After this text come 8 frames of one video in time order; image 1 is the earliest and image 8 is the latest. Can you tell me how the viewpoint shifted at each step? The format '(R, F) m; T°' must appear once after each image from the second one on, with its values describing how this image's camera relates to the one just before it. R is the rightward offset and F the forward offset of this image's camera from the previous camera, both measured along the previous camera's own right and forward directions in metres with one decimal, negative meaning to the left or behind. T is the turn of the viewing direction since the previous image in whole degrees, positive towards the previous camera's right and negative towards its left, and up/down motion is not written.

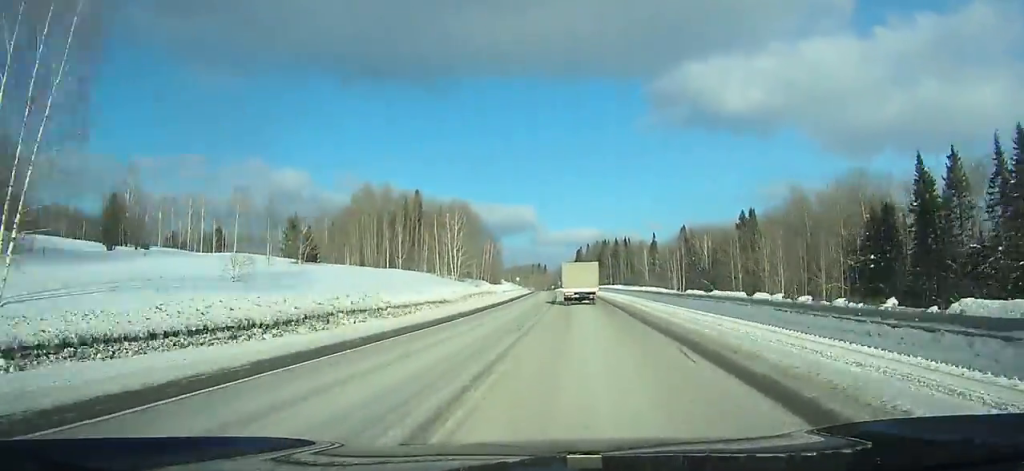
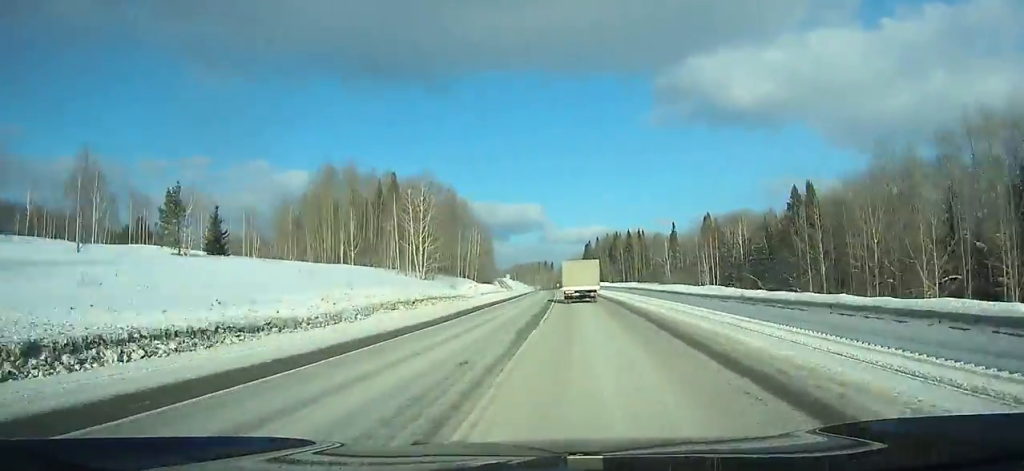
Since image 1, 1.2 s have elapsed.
(+0.1, +28.8) m; -1°
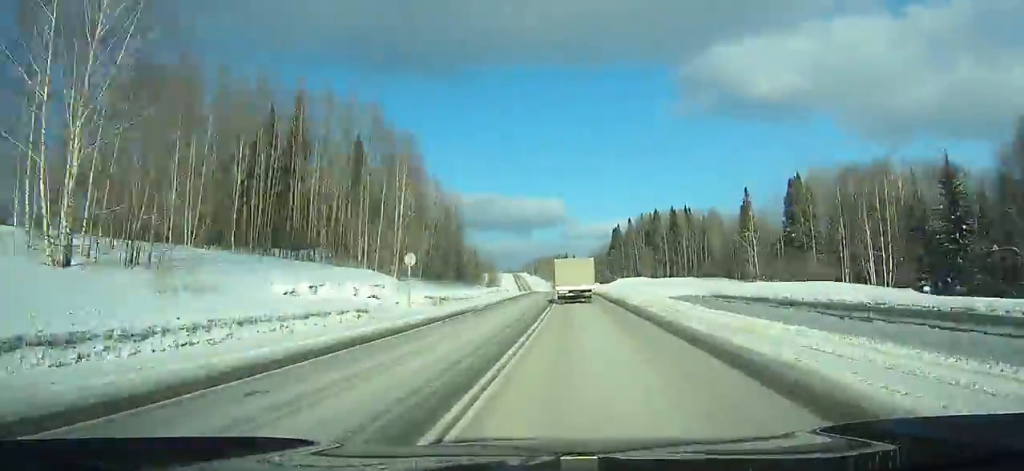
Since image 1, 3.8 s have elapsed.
(-0.9, +61.4) m; -2°
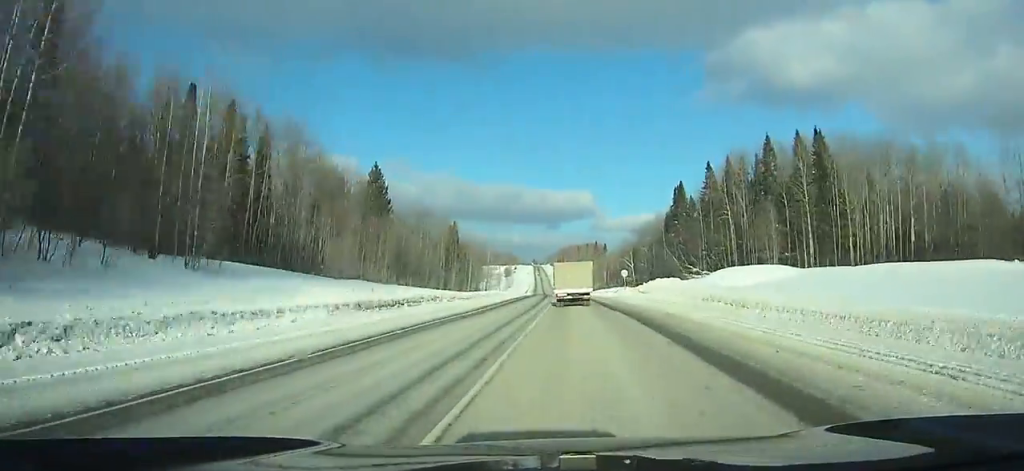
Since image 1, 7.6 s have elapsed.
(-2.7, +88.0) m; -3°
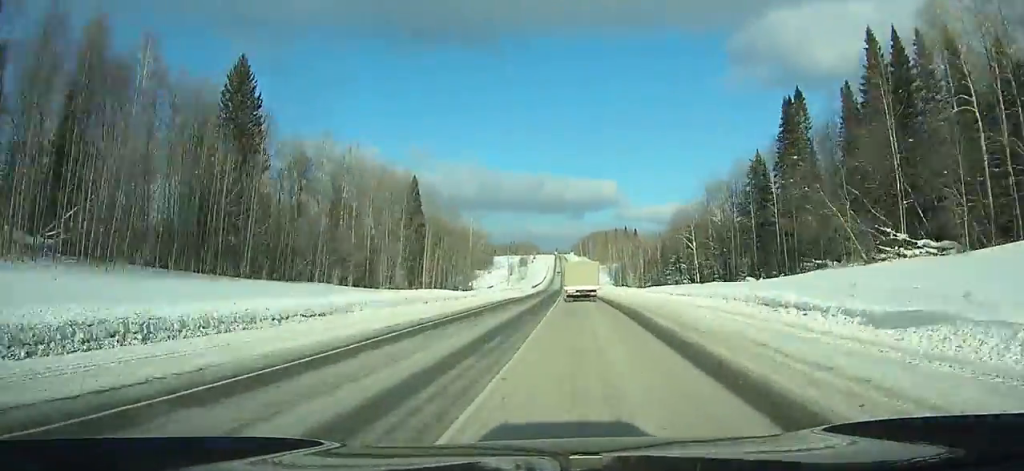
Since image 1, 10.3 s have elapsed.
(-1.0, +61.9) m; -1°
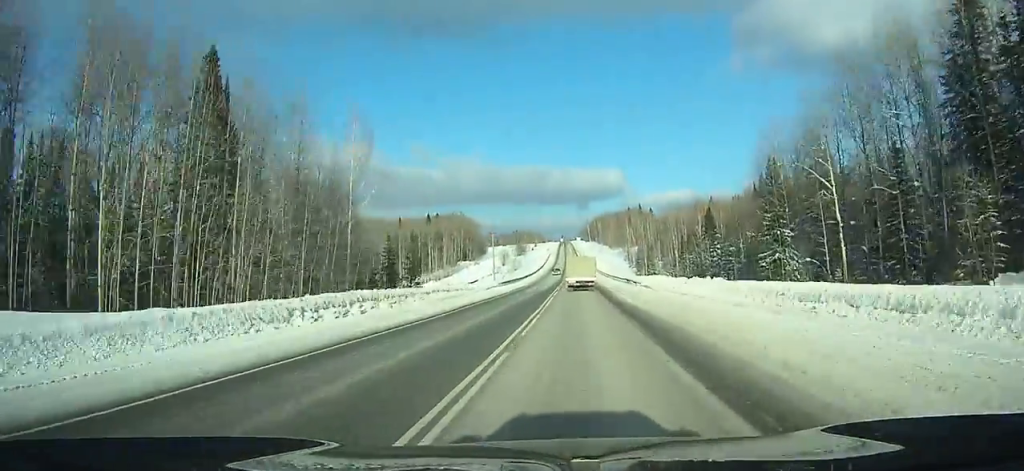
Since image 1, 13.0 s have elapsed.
(-0.8, +62.0) m; -1°
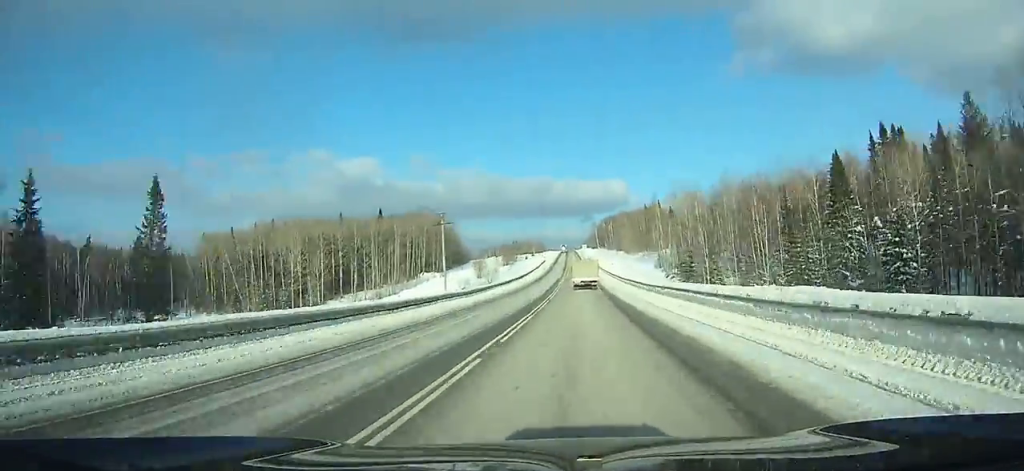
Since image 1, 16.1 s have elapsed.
(-1.0, +72.0) m; -1°
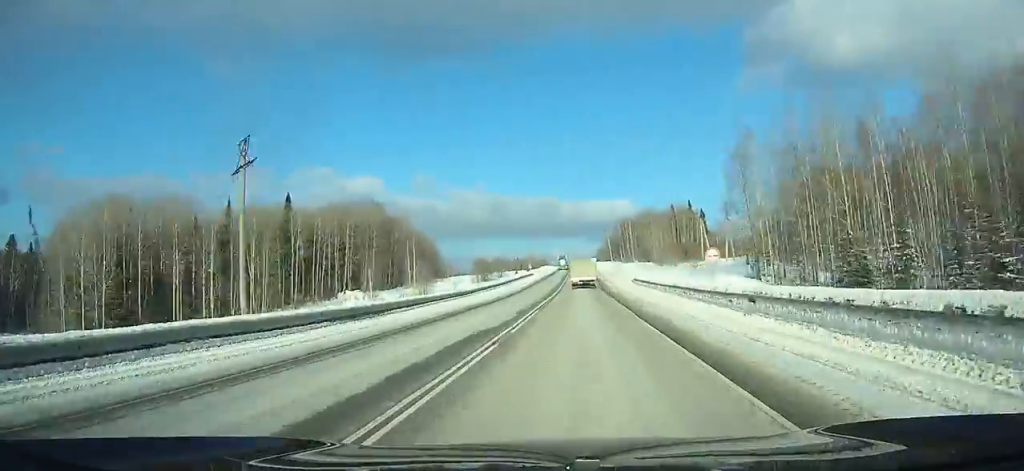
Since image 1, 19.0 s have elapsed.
(-0.5, +67.6) m; 0°
